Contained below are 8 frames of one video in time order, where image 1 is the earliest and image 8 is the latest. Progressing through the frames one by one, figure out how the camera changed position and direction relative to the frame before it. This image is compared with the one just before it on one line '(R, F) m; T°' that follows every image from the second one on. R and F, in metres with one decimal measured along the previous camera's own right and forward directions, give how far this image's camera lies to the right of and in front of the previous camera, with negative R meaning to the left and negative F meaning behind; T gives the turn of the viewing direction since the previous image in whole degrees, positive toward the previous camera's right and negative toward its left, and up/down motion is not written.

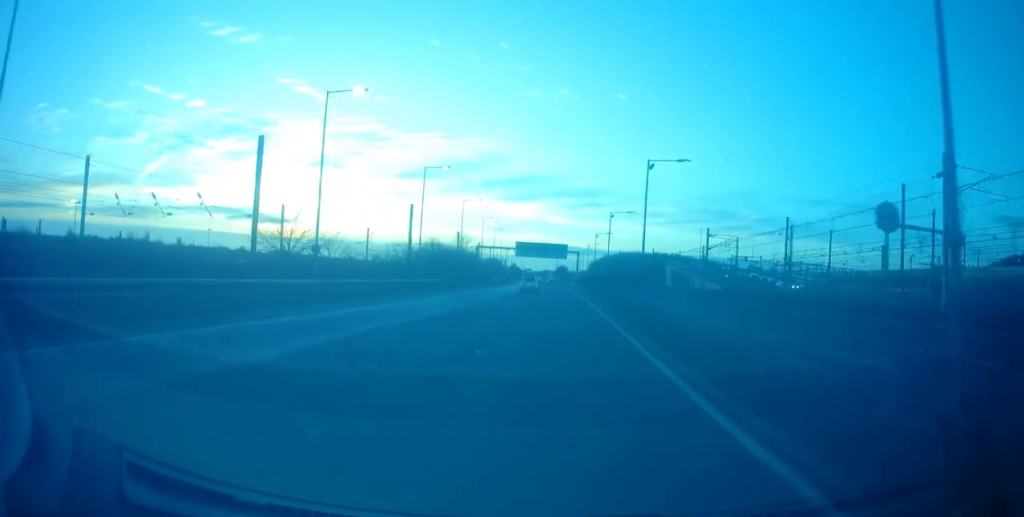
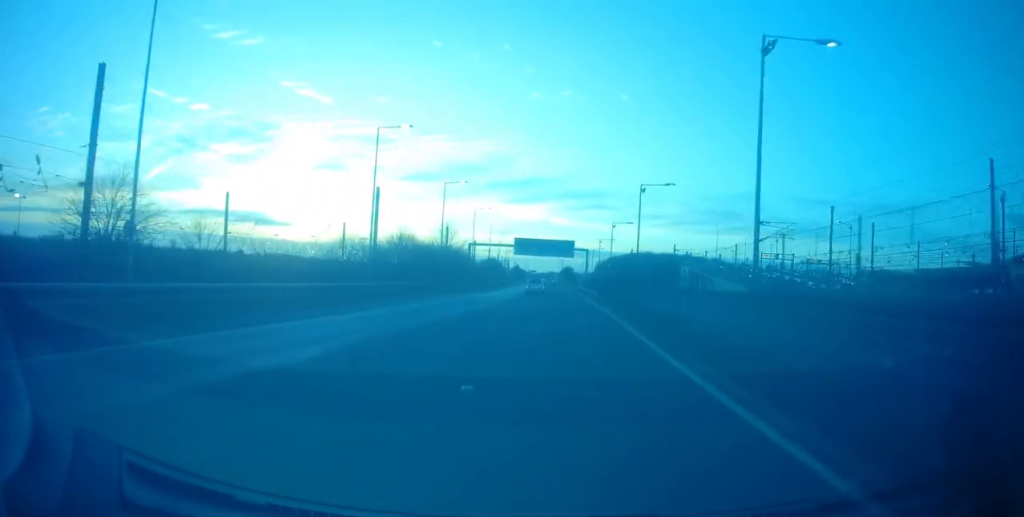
(0.0, +16.5) m; 0°
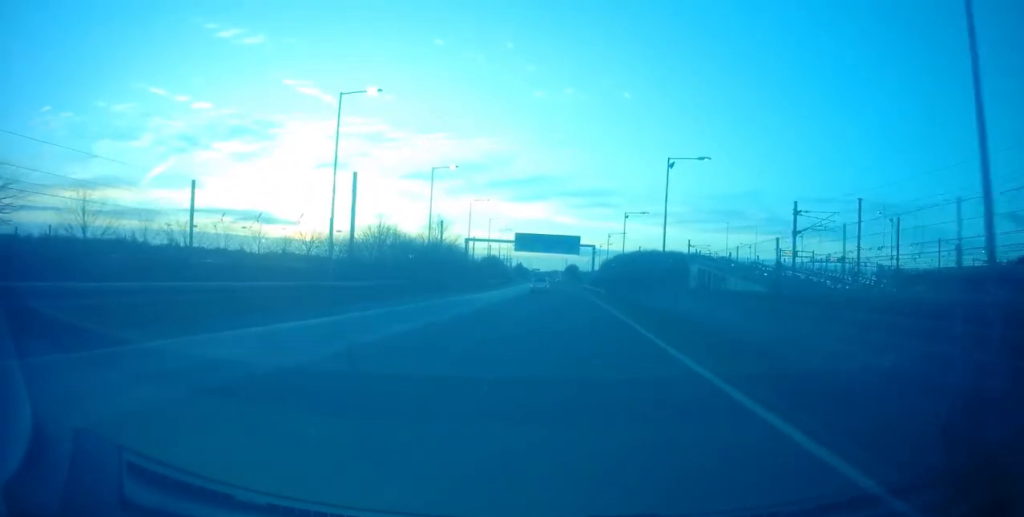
(0.0, +7.9) m; 0°
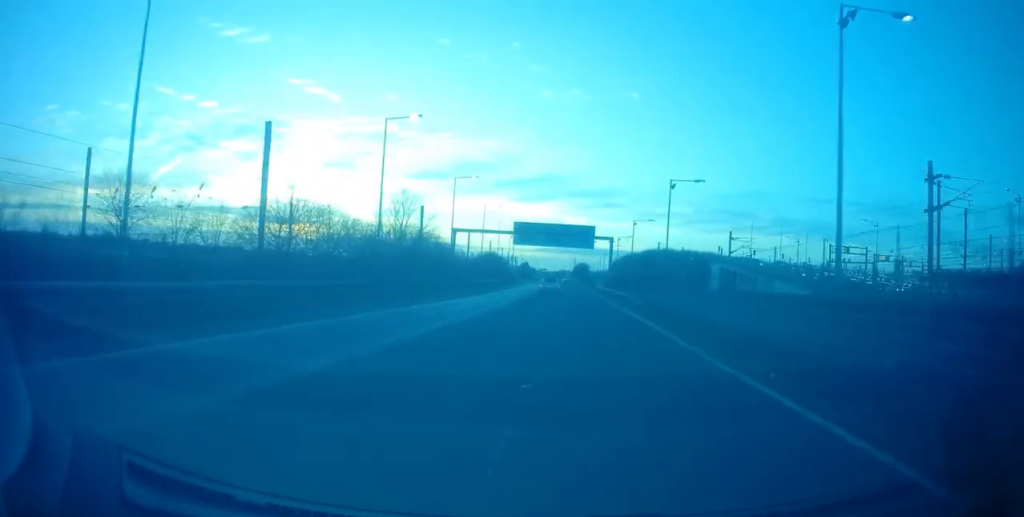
(0.0, +18.0) m; -1°
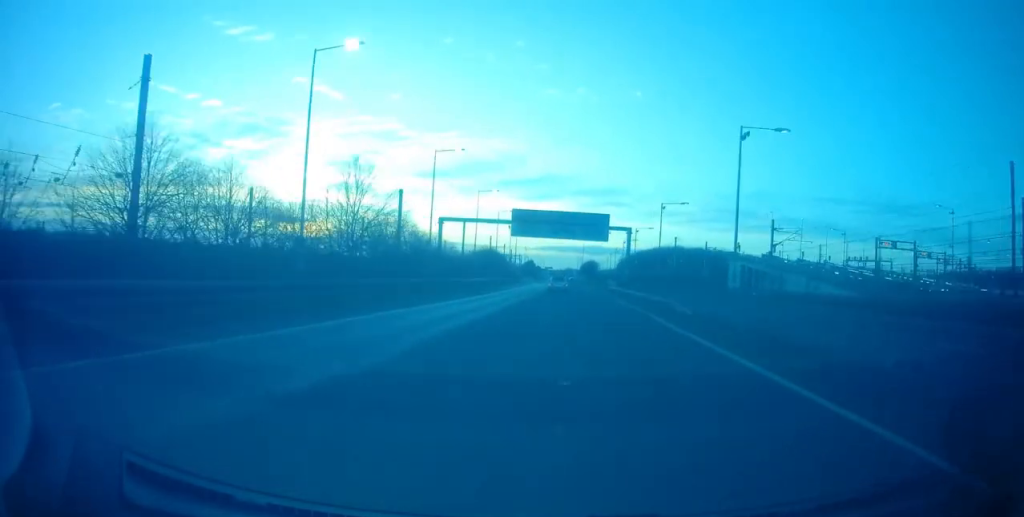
(-0.1, +12.7) m; -1°
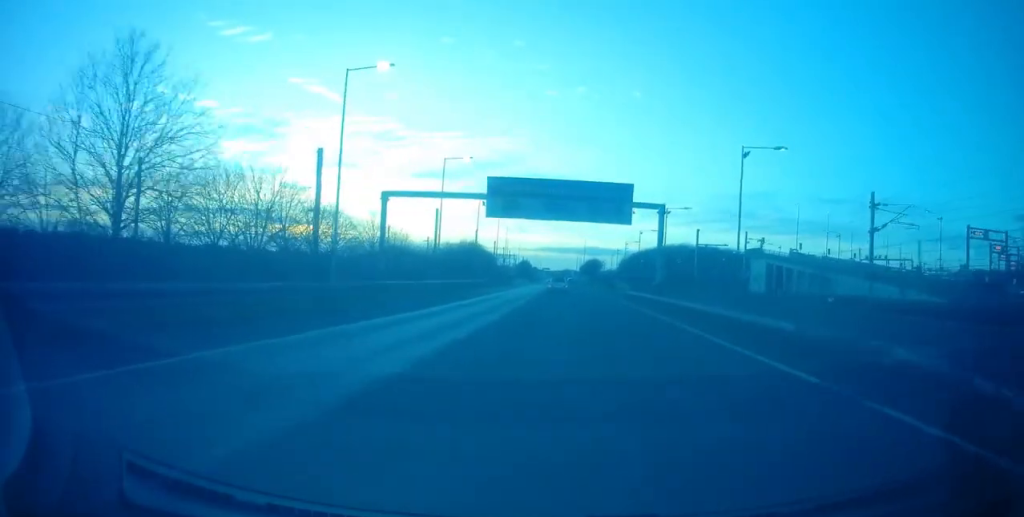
(-0.4, +20.9) m; -1°
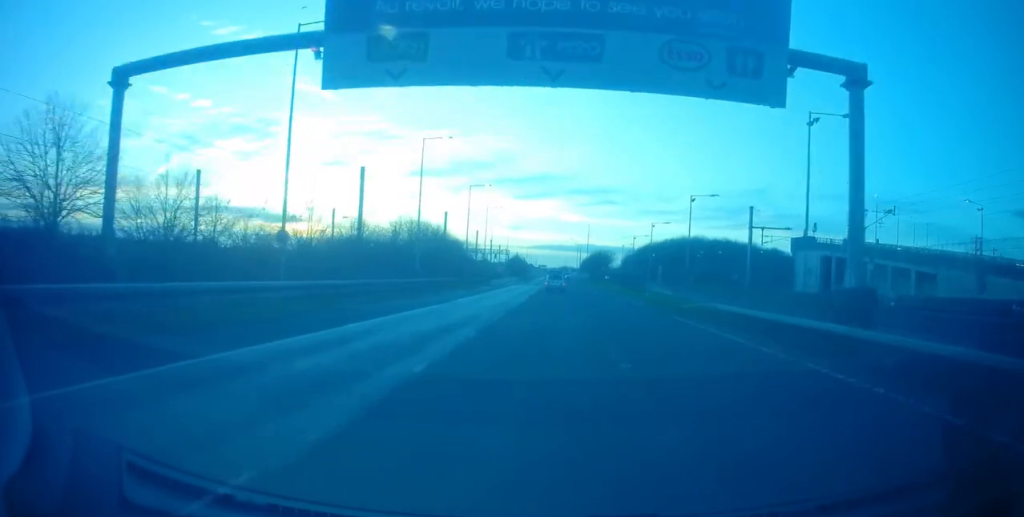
(+0.6, +29.6) m; +1°
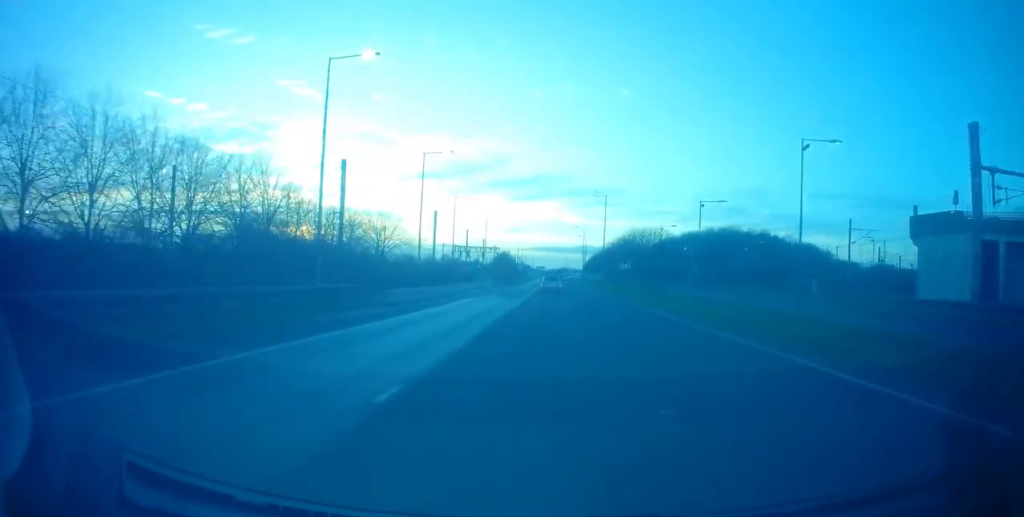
(0.0, +43.5) m; 0°
